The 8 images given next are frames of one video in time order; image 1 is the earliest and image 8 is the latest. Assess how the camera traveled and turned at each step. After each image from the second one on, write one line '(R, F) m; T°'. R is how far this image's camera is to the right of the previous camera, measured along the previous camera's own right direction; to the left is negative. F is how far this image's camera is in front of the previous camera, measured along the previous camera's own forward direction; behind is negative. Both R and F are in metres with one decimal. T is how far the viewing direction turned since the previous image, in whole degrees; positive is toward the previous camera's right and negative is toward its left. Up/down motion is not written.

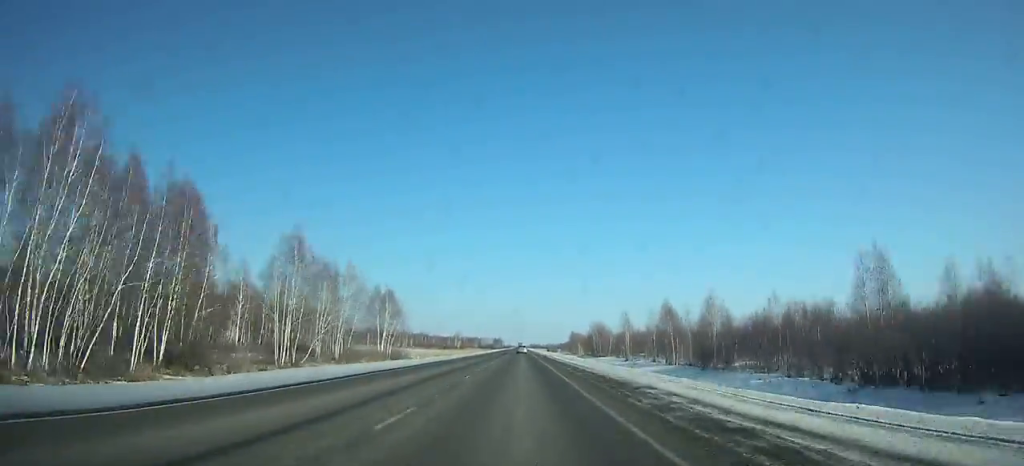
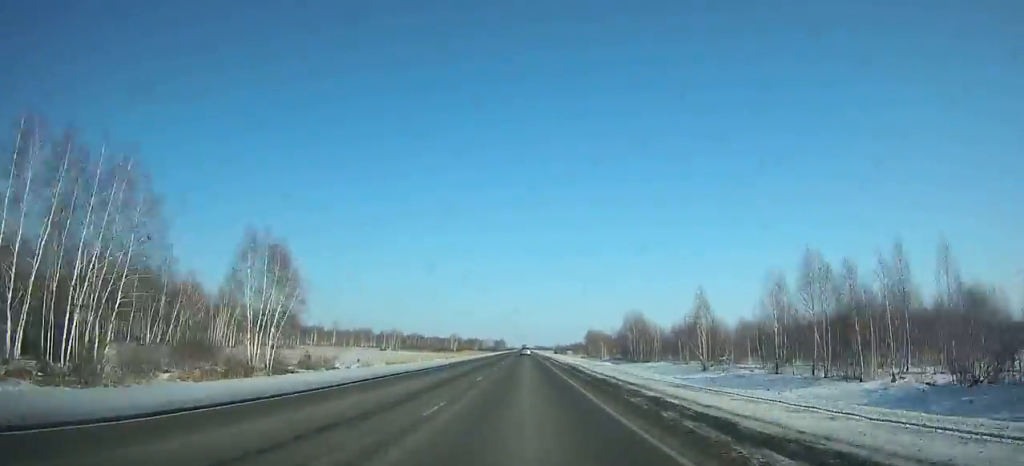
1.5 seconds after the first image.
(-0.1, +44.5) m; 0°
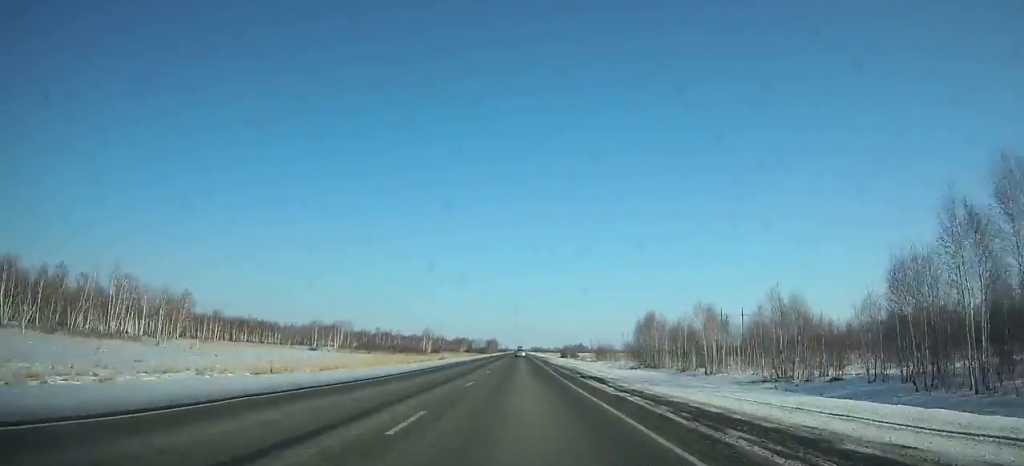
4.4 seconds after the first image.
(0.0, +86.3) m; 0°
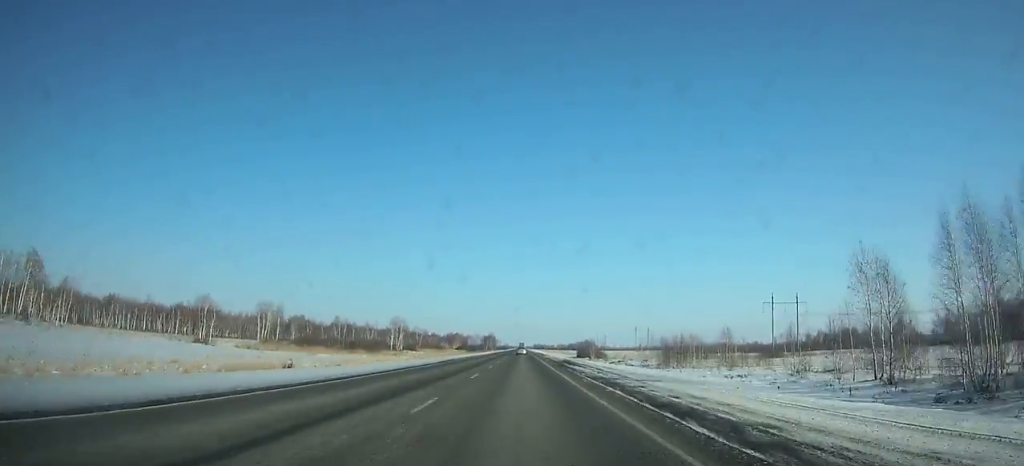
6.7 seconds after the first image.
(0.0, +68.7) m; 0°
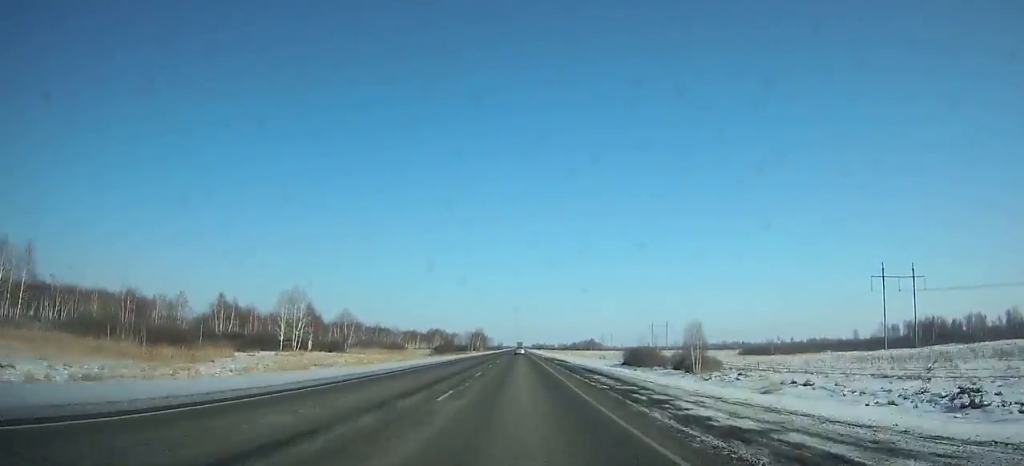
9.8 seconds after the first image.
(0.0, +93.4) m; 0°
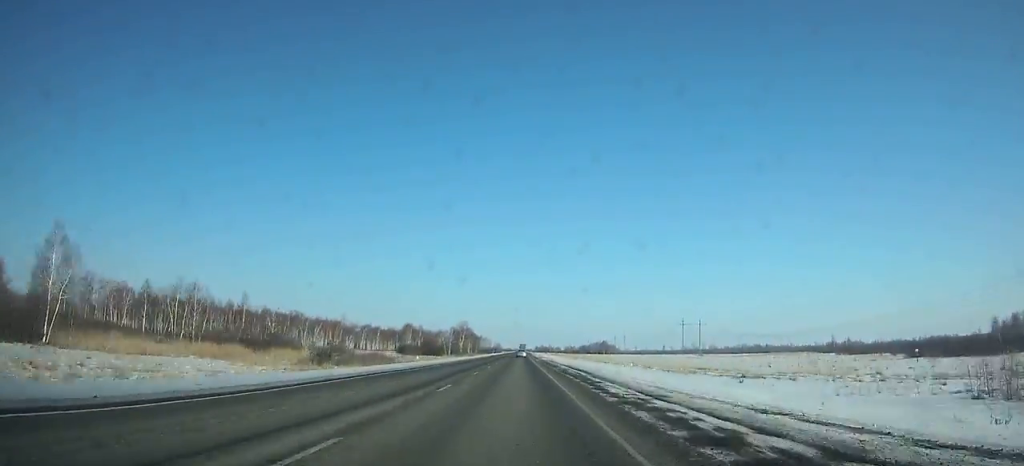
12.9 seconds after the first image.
(+0.3, +94.1) m; 0°
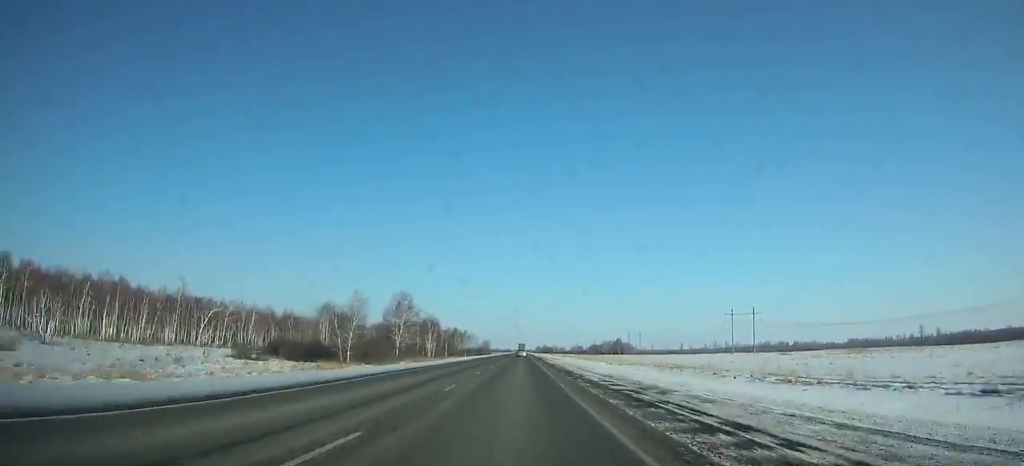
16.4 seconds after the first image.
(-0.2, +107.4) m; 0°
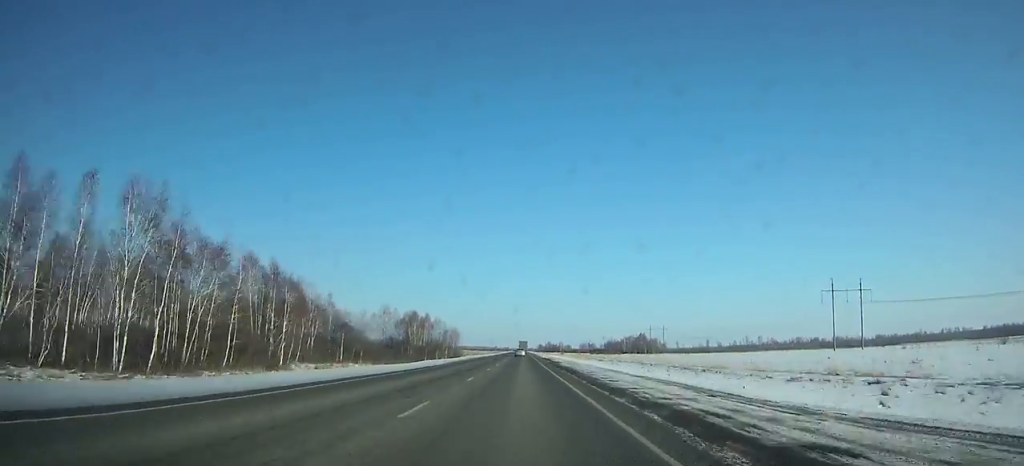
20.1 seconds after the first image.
(0.0, +114.1) m; 0°
